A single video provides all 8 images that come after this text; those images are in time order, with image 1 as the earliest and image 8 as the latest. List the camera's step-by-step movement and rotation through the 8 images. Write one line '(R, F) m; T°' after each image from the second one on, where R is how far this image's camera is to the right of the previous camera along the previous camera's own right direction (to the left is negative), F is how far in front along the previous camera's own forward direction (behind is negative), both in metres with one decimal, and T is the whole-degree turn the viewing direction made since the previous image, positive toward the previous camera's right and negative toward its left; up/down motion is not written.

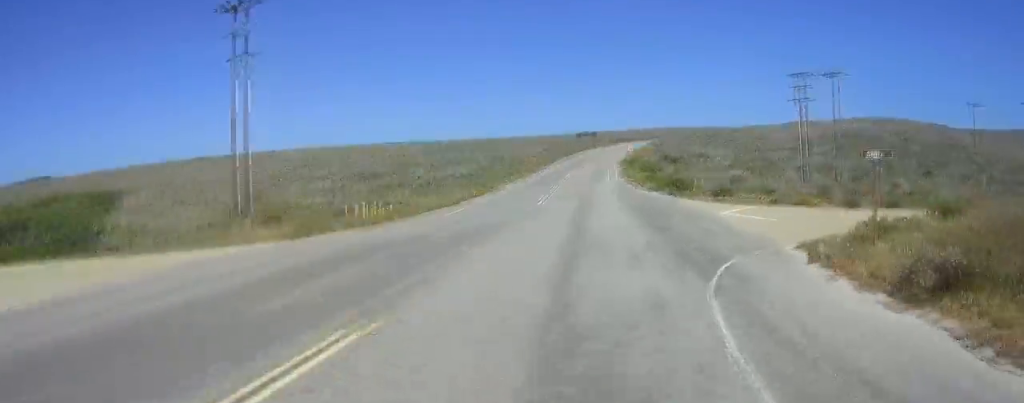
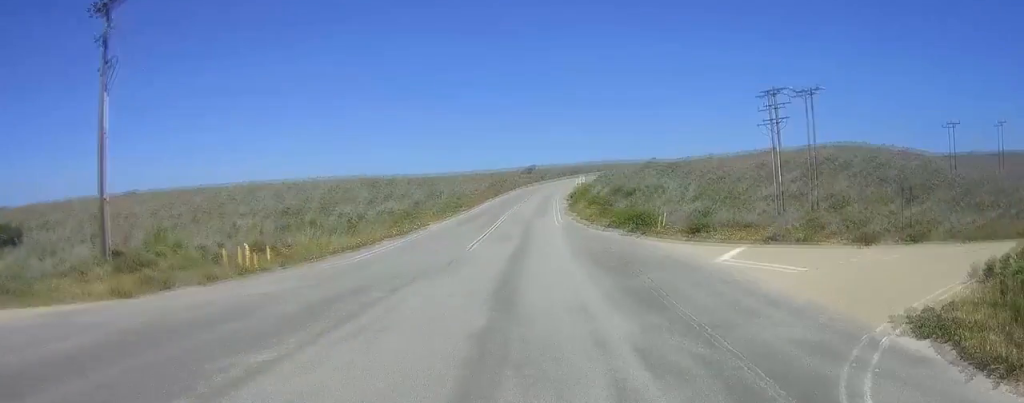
(-0.1, +8.1) m; 0°
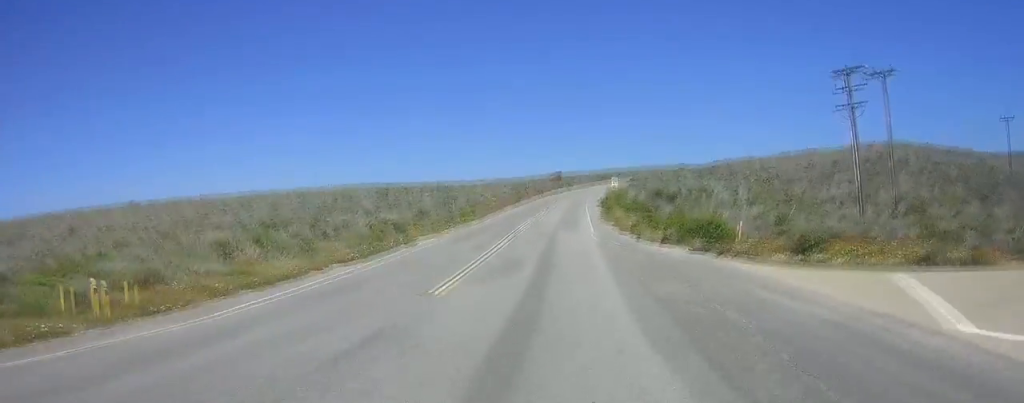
(-0.3, +11.5) m; 0°
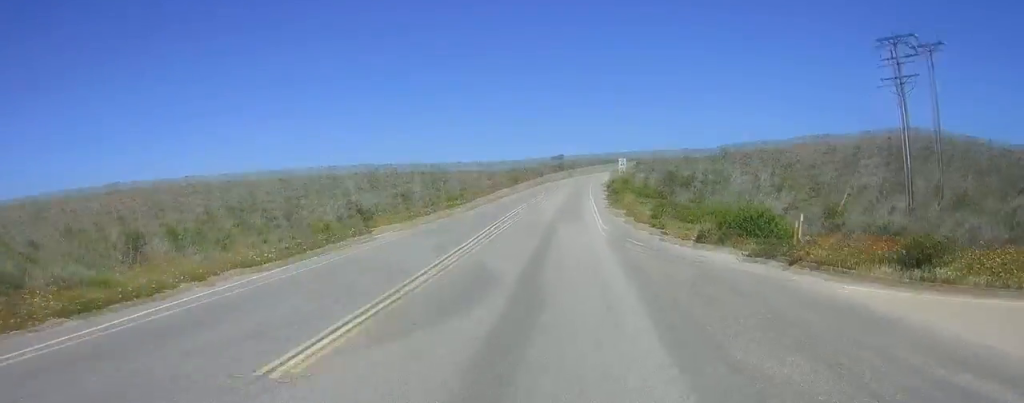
(+0.2, +7.3) m; +2°
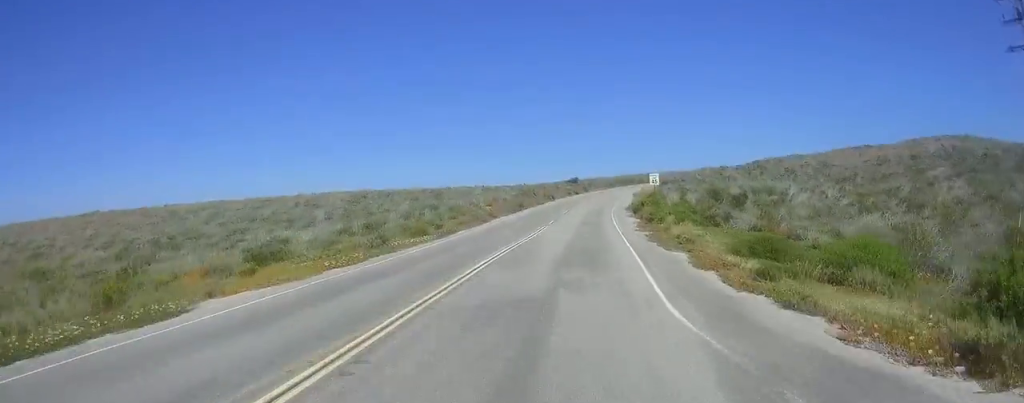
(+0.4, +14.0) m; +2°
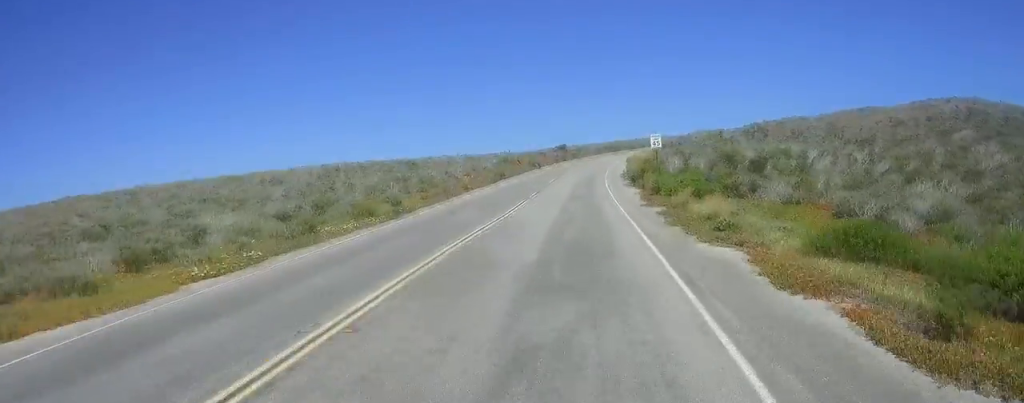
(+0.1, +7.2) m; 0°
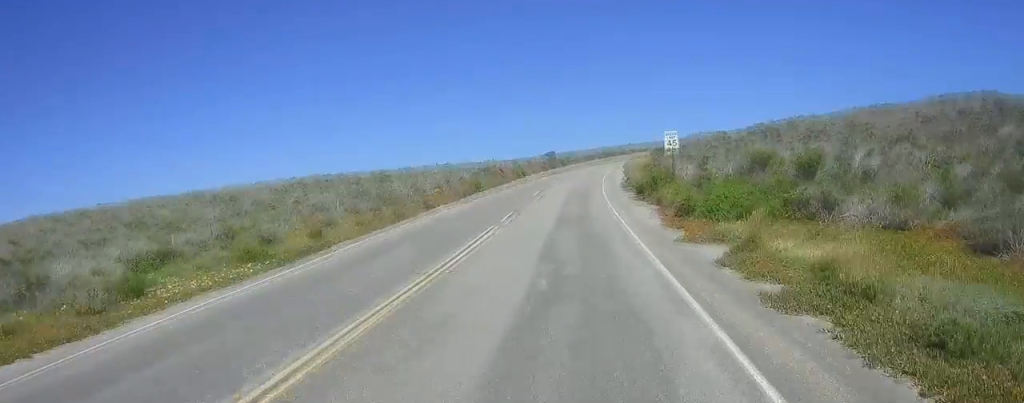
(-0.1, +9.6) m; 0°
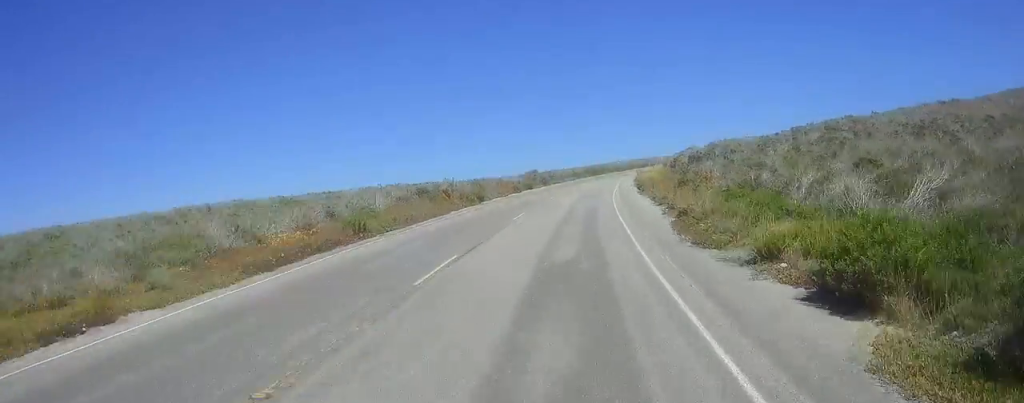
(-0.1, +25.6) m; 0°
